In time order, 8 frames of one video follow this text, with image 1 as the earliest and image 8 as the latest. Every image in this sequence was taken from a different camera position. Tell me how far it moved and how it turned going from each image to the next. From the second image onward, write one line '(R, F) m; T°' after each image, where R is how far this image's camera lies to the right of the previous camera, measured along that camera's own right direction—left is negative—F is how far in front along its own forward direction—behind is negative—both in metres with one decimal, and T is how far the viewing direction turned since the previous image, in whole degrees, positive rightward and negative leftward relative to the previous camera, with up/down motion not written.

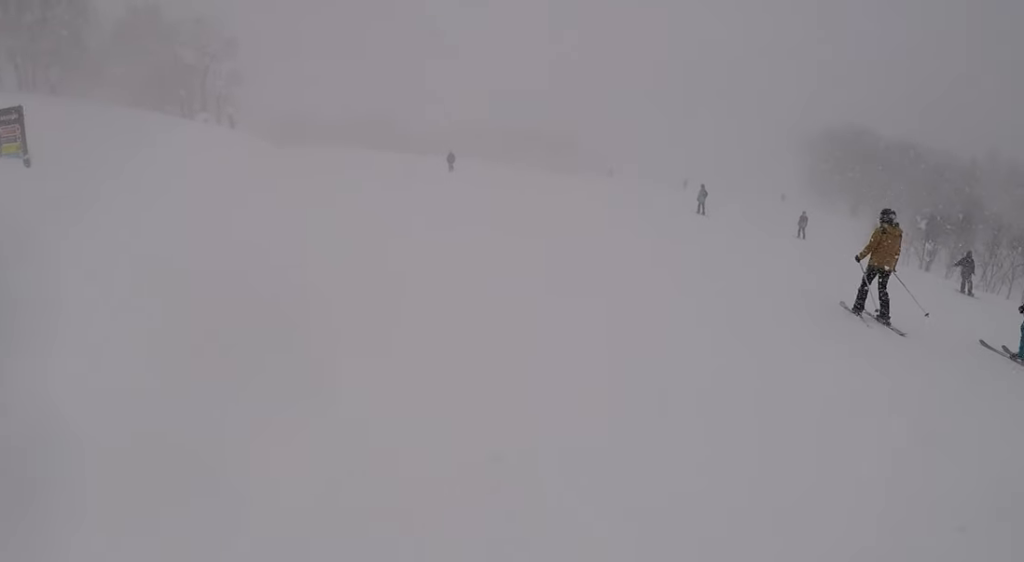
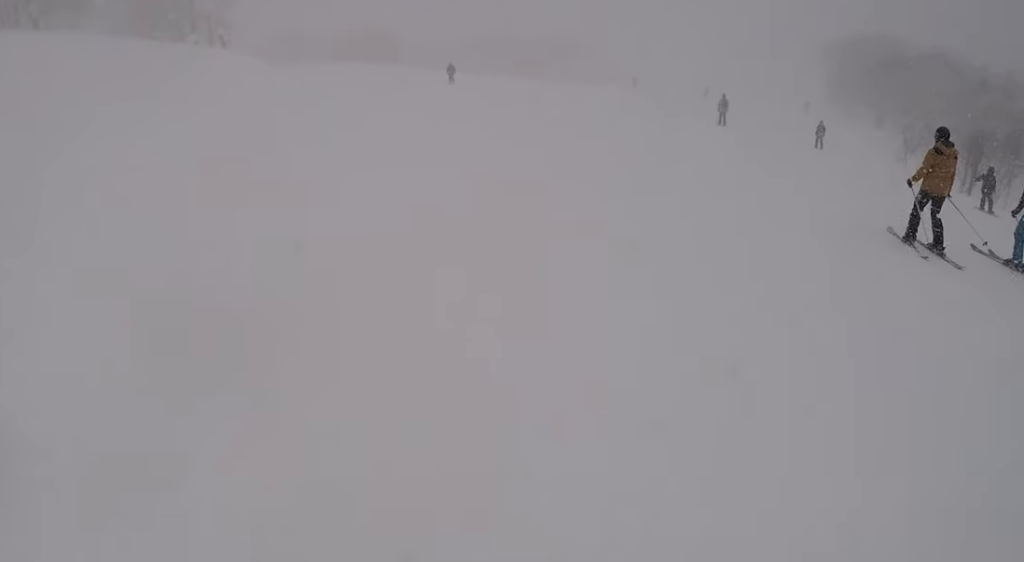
(+0.1, +2.2) m; +2°
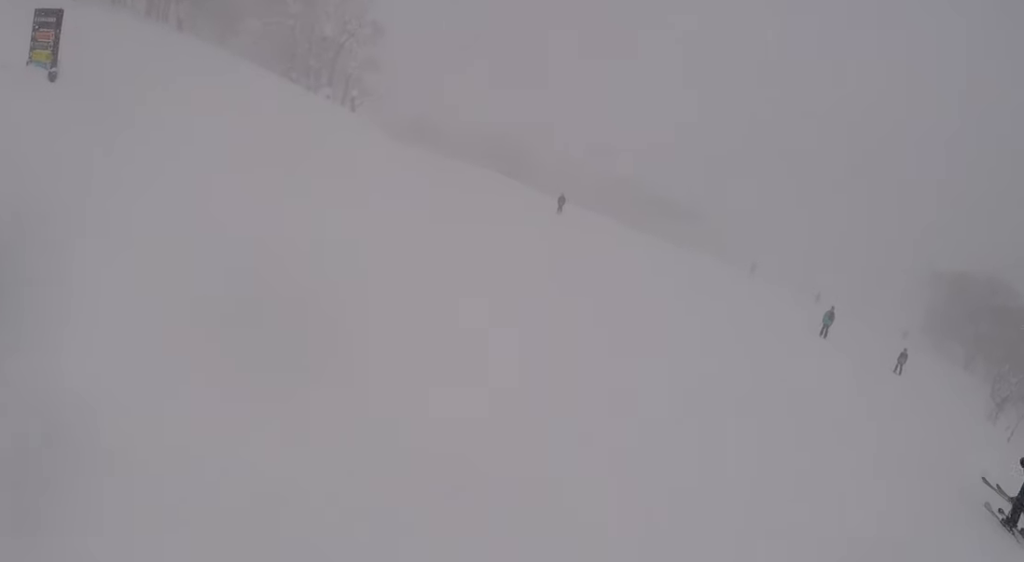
(+0.1, +3.1) m; 0°
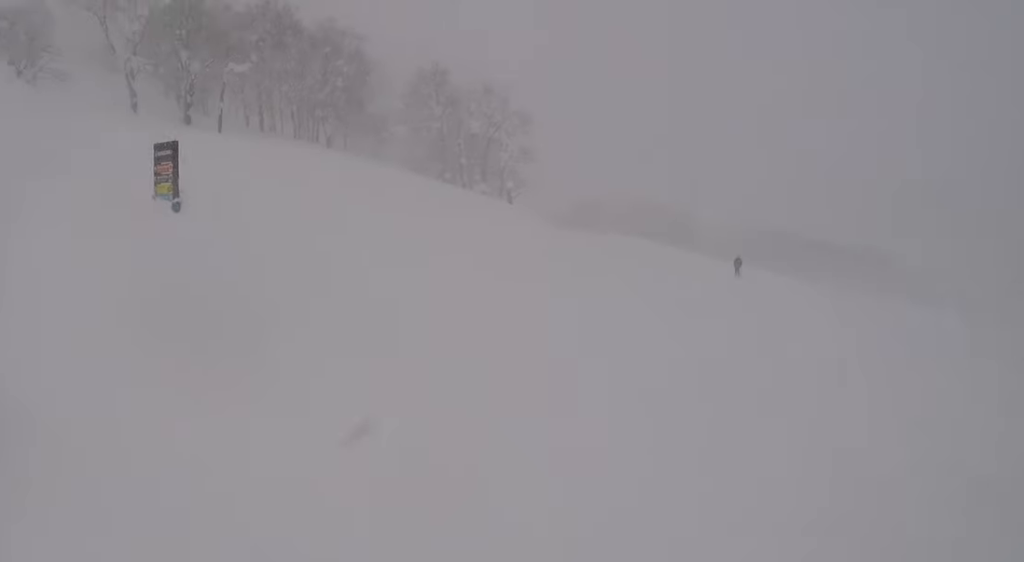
(0.0, +2.0) m; -3°
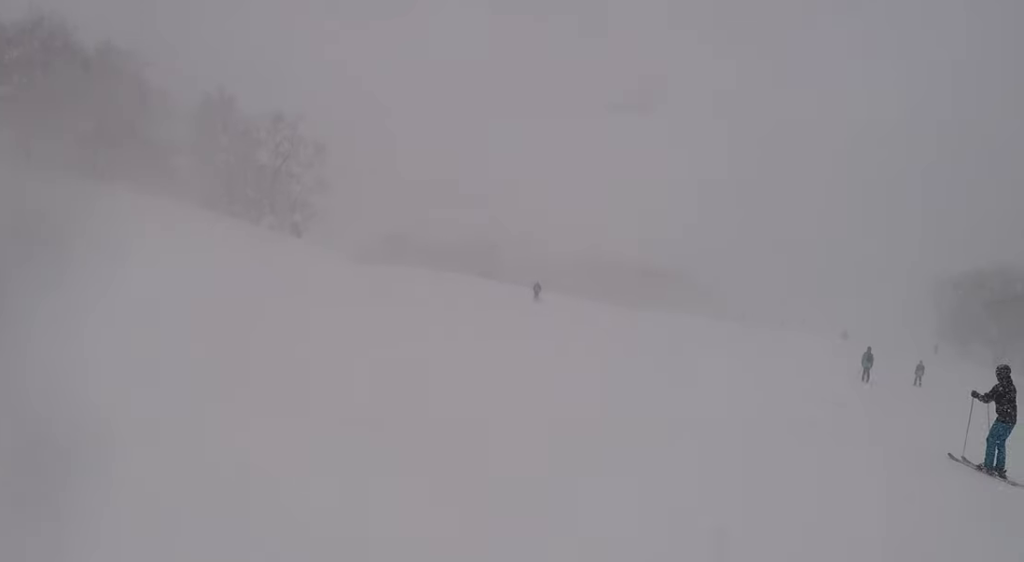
(-0.2, +4.1) m; -5°
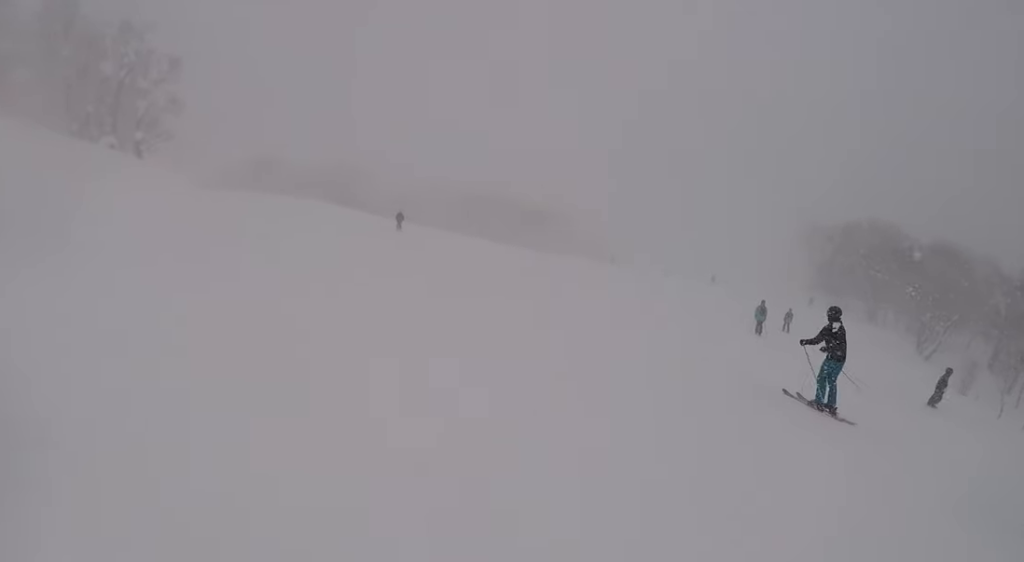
(-0.3, +4.5) m; +2°
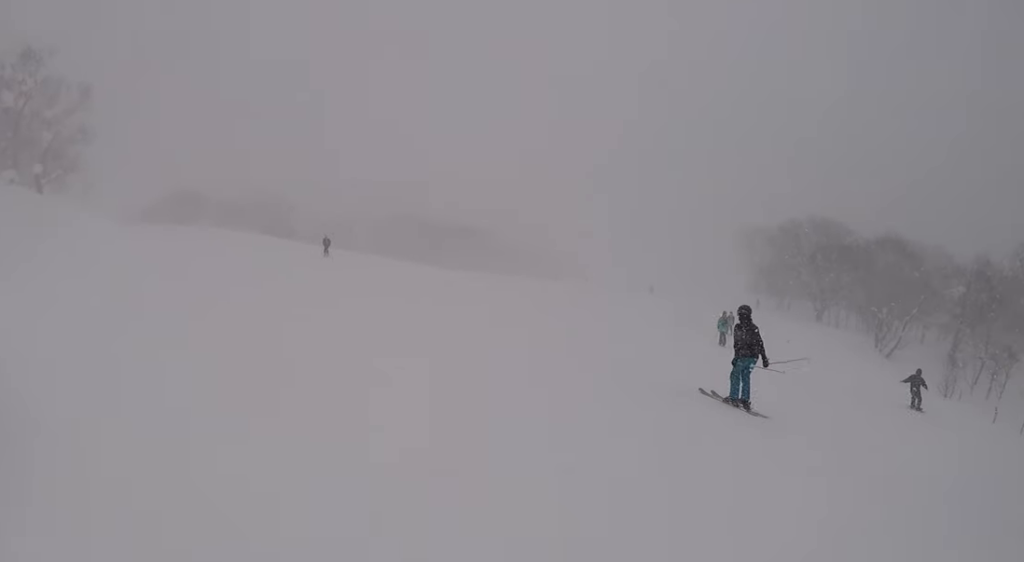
(+0.3, +4.0) m; +9°
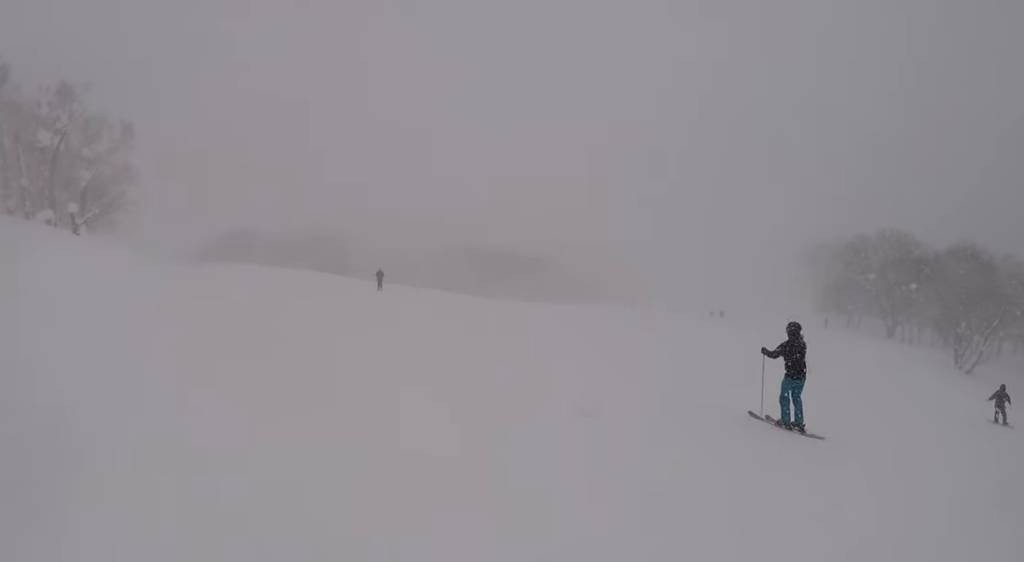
(+0.1, +2.8) m; +6°
